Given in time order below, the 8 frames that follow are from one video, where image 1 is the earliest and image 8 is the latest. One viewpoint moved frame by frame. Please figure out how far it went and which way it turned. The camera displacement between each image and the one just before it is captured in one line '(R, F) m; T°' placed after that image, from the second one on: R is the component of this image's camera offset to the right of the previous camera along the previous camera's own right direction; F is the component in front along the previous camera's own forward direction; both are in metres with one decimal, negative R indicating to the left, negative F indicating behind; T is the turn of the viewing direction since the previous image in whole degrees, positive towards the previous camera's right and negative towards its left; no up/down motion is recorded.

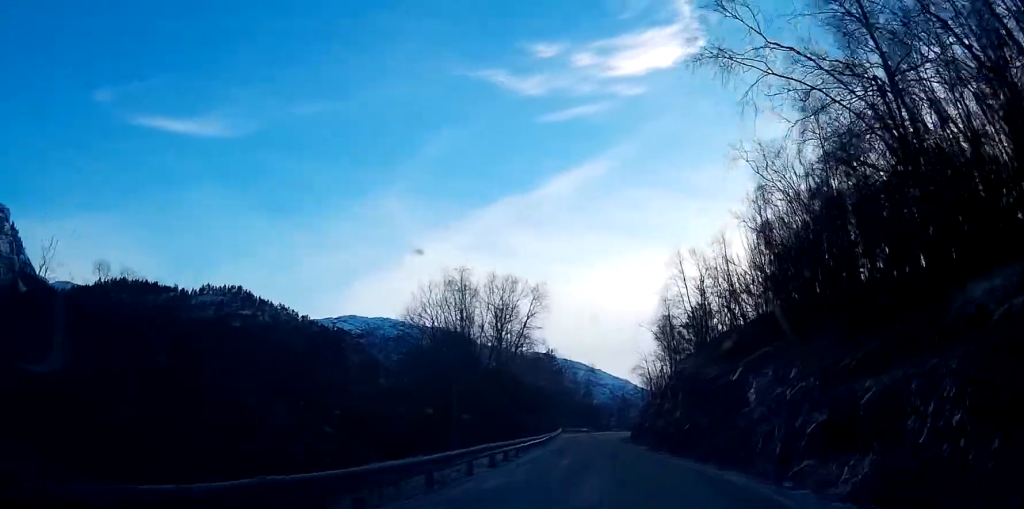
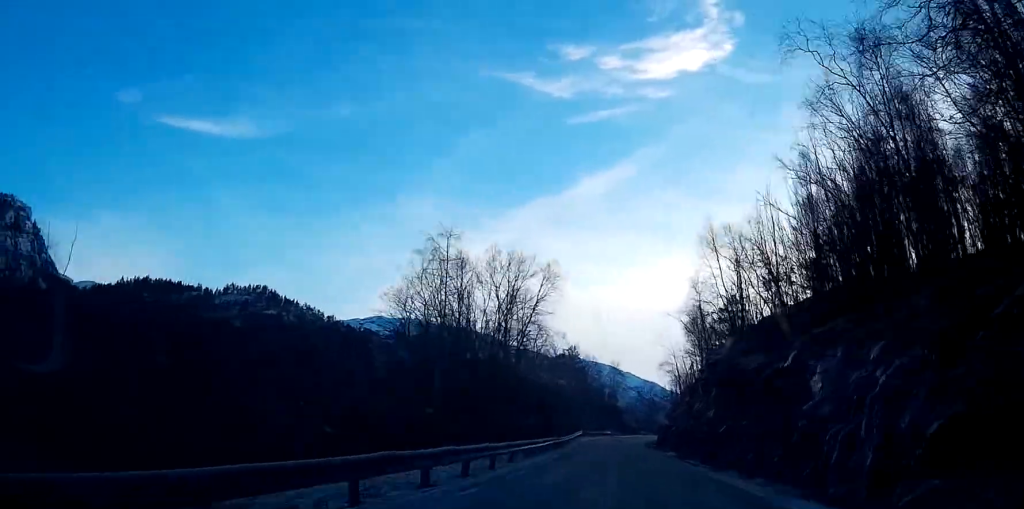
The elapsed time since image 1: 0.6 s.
(-0.2, +8.6) m; -2°
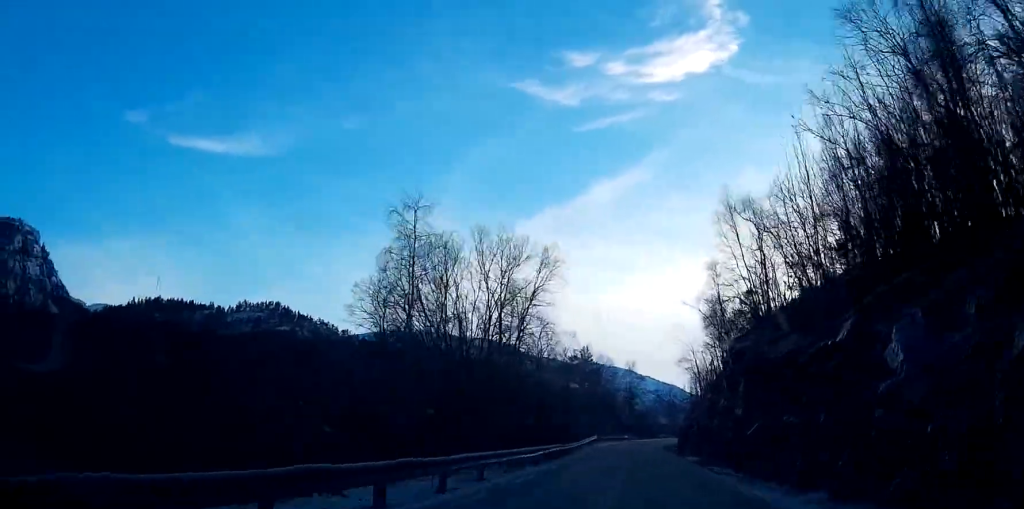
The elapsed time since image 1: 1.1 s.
(-0.1, +6.8) m; -1°
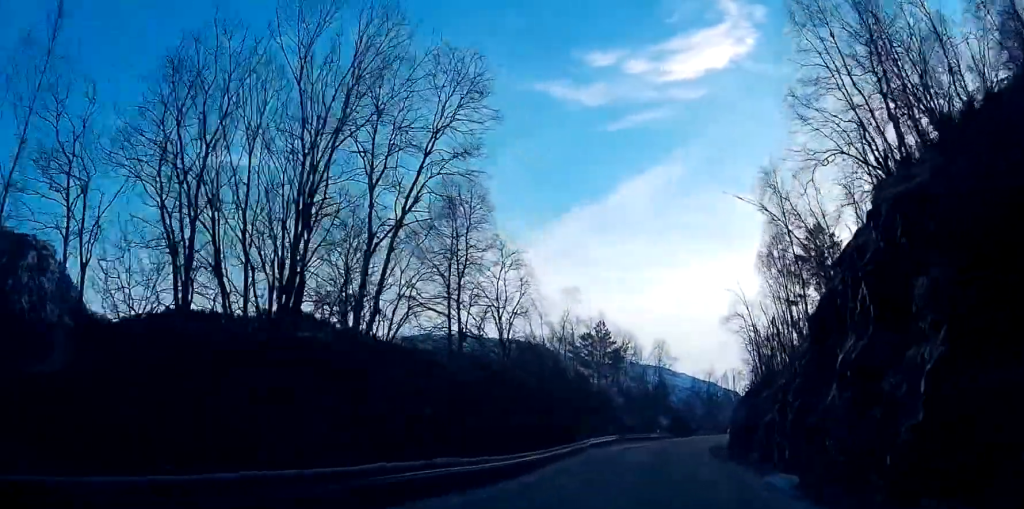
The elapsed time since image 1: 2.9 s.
(-0.7, +25.7) m; -2°
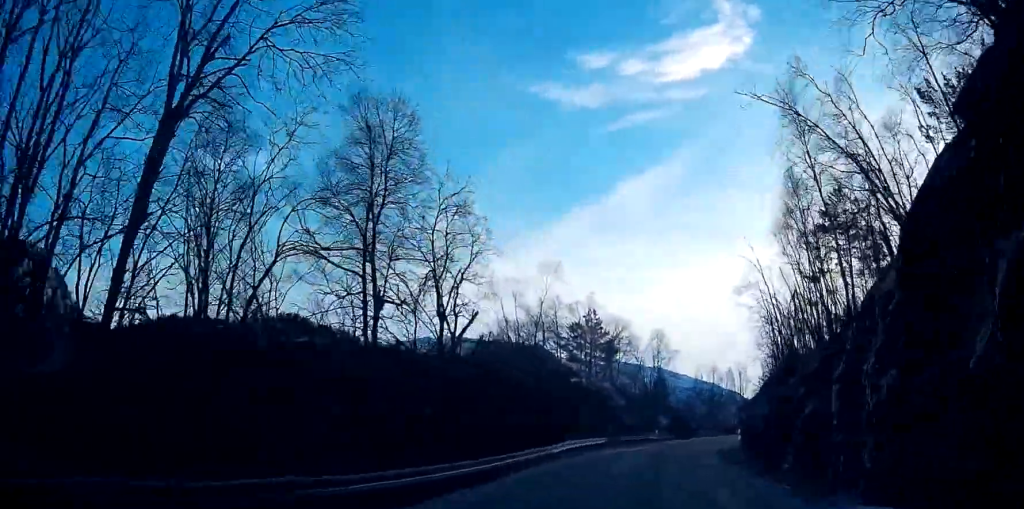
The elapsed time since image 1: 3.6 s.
(0.0, +10.5) m; 0°
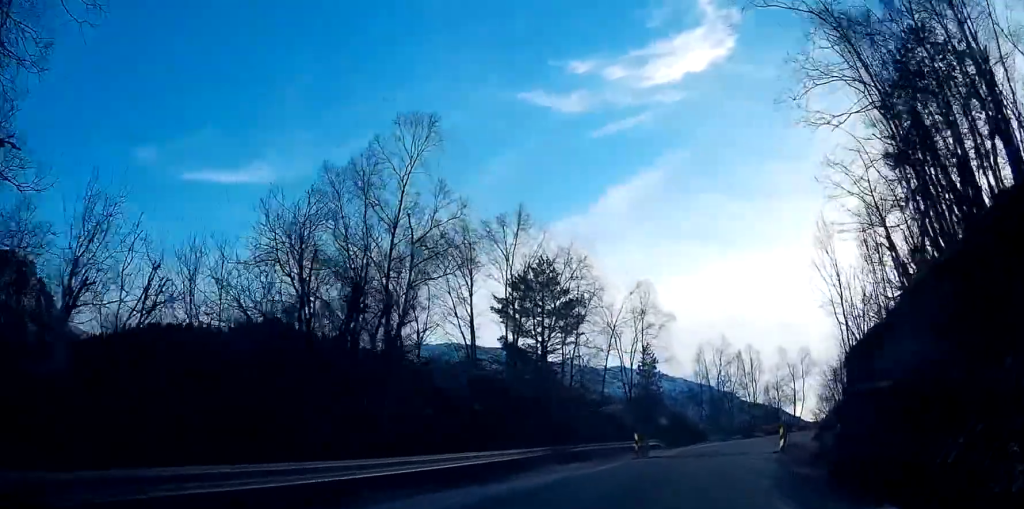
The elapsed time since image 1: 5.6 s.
(+0.4, +25.6) m; +2°
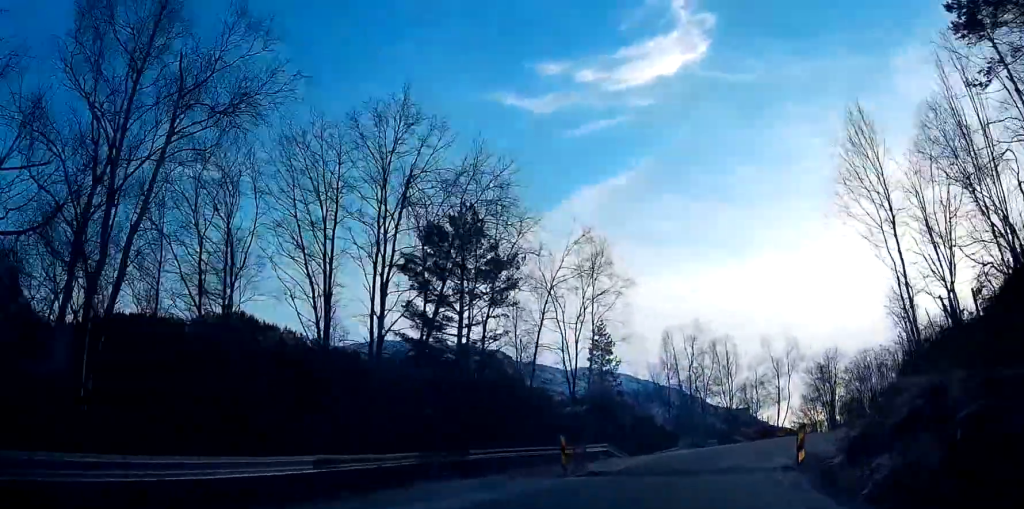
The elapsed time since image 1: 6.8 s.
(+0.3, +13.2) m; +3°
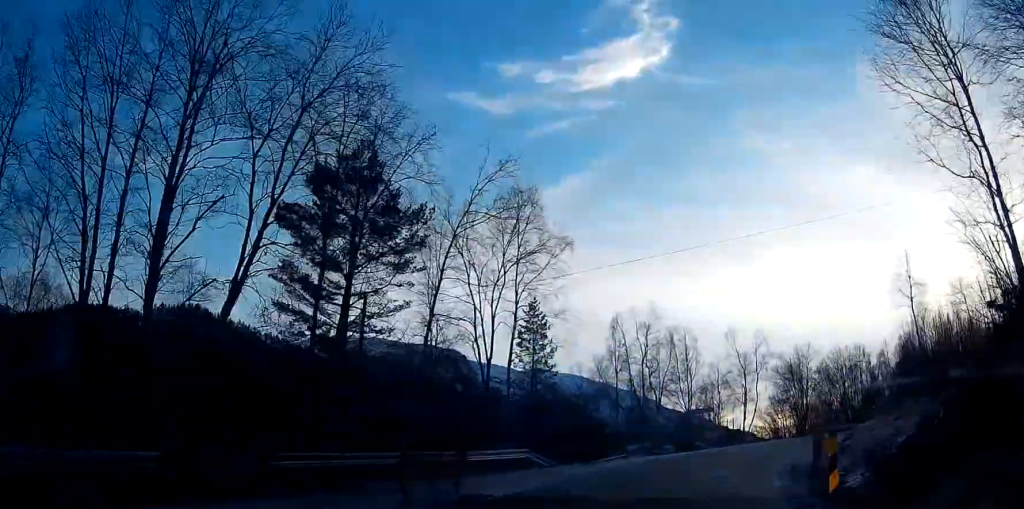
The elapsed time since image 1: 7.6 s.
(+0.1, +9.3) m; +3°
